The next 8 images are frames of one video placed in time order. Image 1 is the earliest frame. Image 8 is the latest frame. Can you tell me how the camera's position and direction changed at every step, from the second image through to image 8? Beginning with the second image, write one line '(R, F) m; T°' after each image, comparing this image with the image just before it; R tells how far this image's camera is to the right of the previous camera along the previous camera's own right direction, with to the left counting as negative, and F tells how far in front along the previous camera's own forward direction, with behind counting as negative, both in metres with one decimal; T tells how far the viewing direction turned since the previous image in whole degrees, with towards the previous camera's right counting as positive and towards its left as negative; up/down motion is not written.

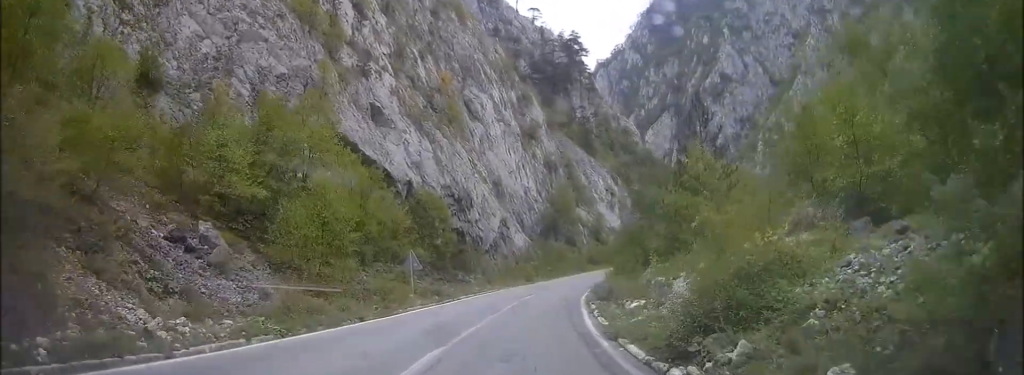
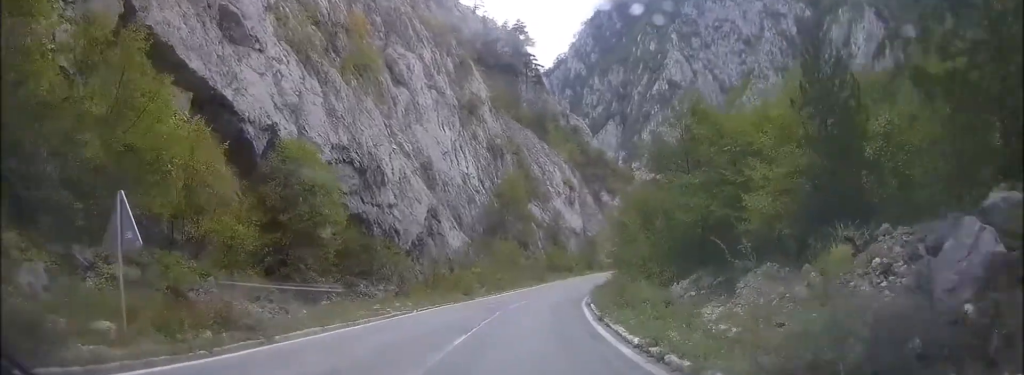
(+0.8, +23.7) m; +5°
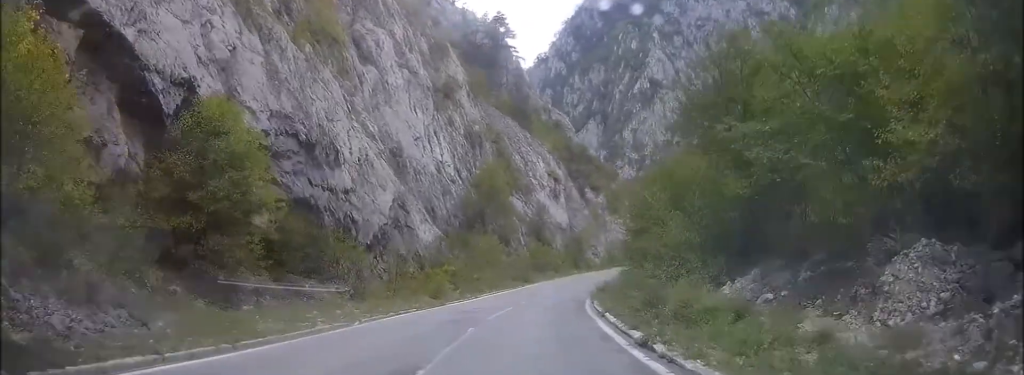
(+0.1, +8.3) m; +3°
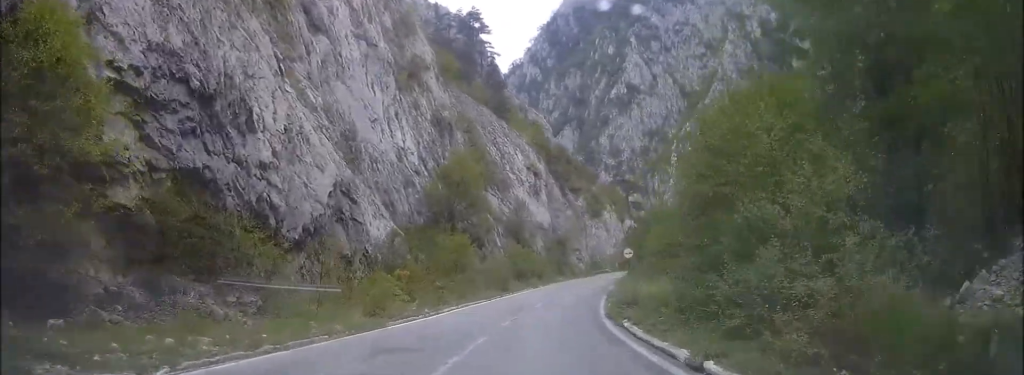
(+0.5, +11.3) m; +4°
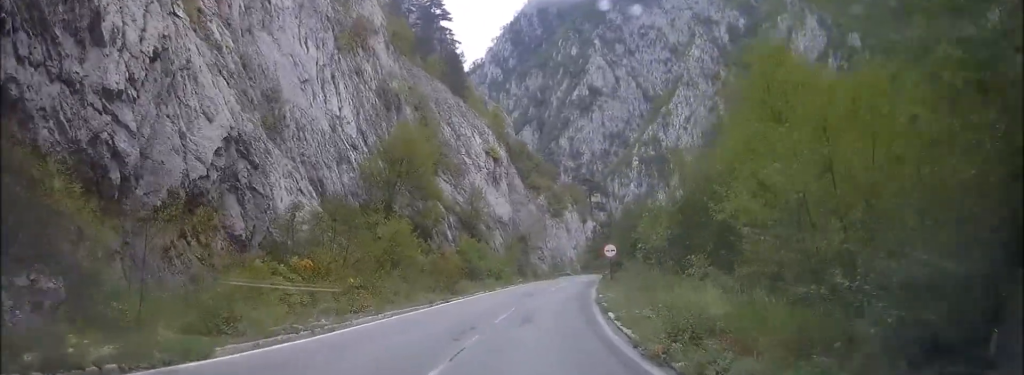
(+0.3, +10.9) m; +3°
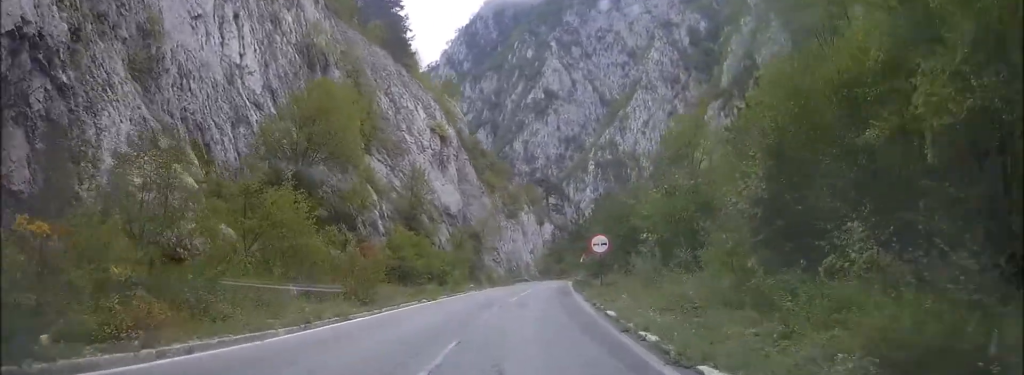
(+0.2, +12.8) m; +2°
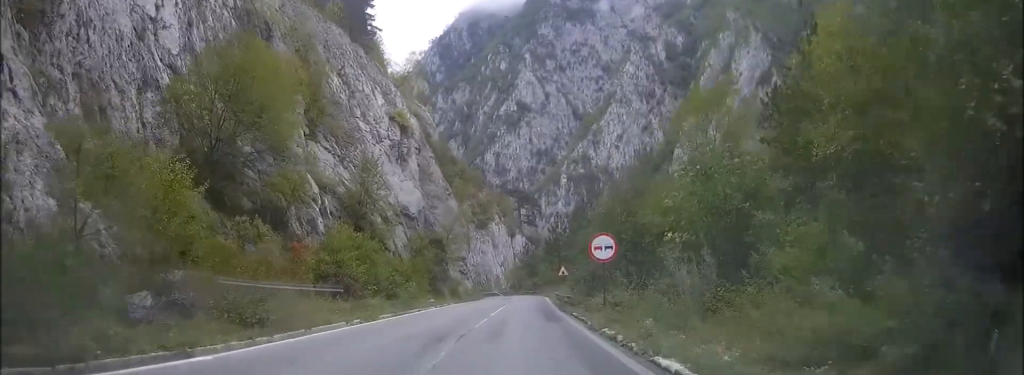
(+0.1, +8.3) m; +1°
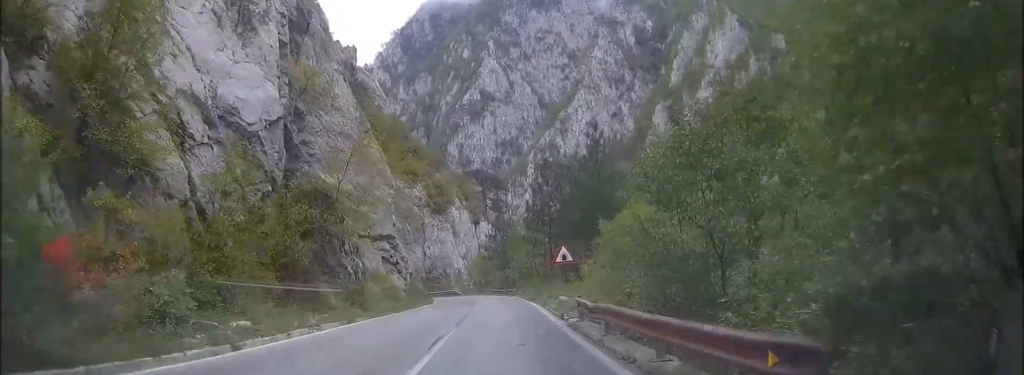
(+0.2, +24.0) m; +1°
